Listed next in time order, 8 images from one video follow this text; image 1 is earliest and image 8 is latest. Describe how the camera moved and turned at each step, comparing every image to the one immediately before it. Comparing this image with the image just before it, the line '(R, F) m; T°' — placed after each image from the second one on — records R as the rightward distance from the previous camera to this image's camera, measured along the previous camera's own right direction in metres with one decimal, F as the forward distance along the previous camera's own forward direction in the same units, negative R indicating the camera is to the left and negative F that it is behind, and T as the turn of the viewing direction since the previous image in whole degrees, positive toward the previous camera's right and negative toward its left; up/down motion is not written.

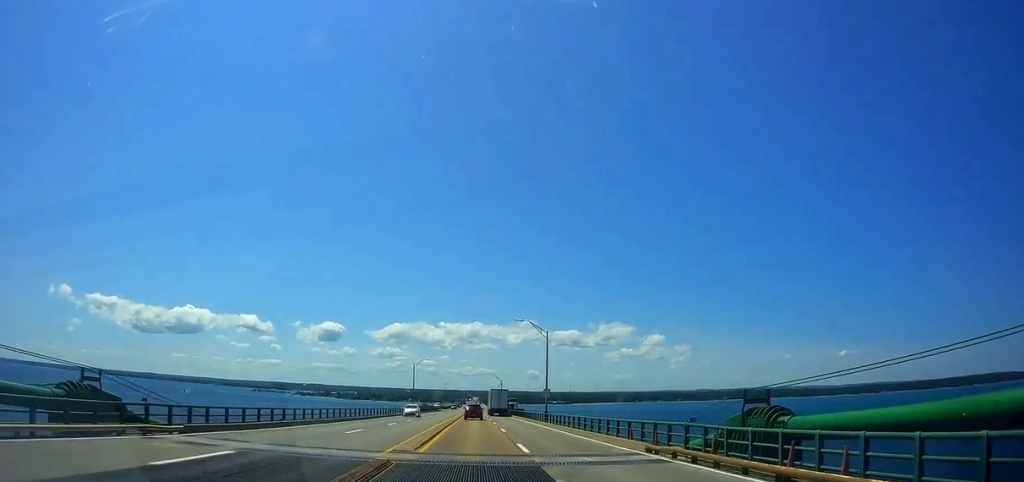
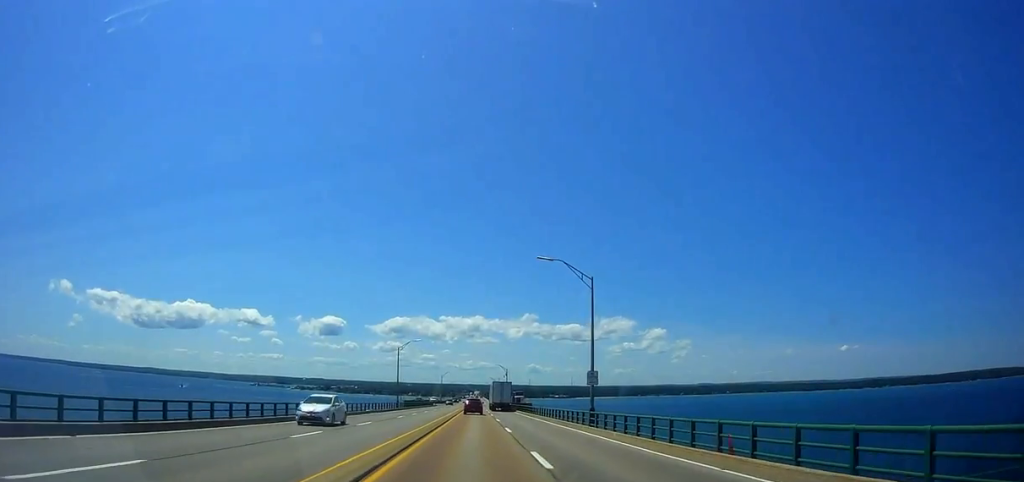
(0.0, +21.4) m; 0°
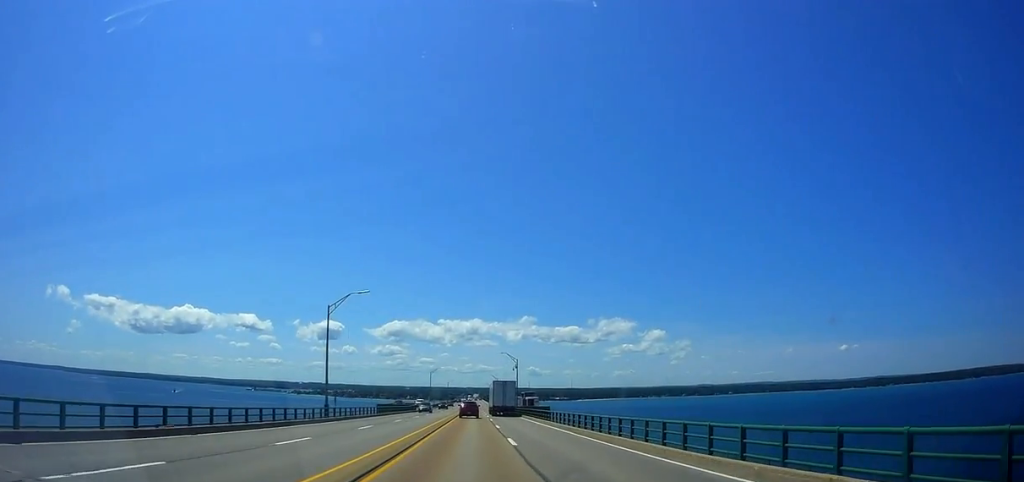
(0.0, +37.7) m; -1°
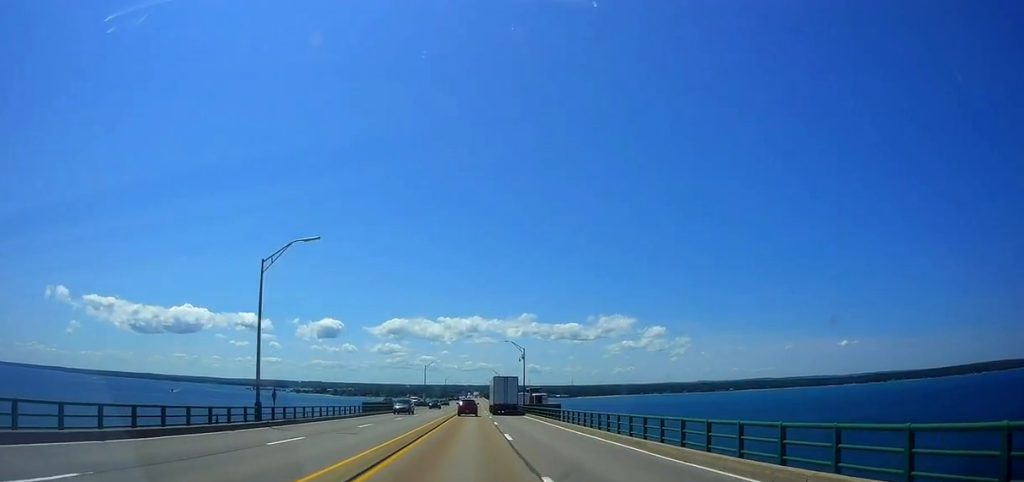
(+0.1, +14.0) m; -1°
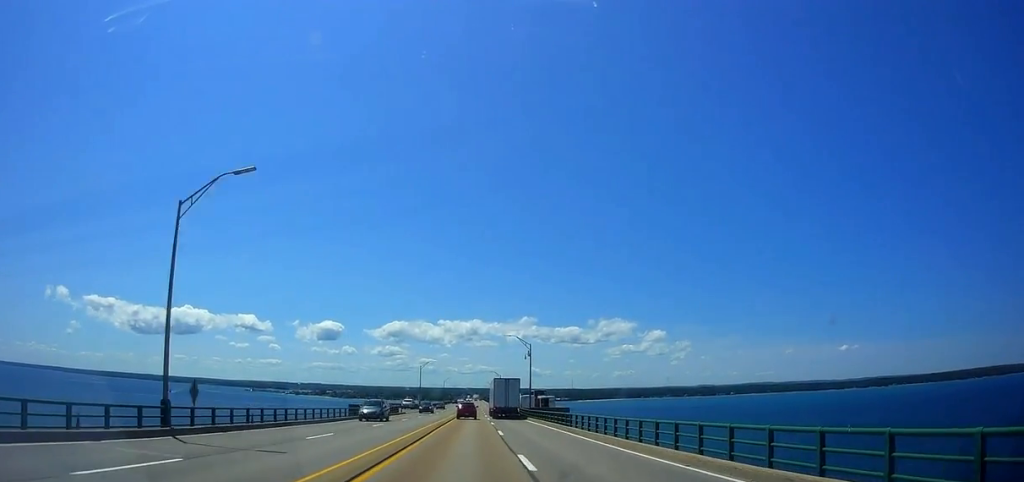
(-0.2, +9.4) m; 0°
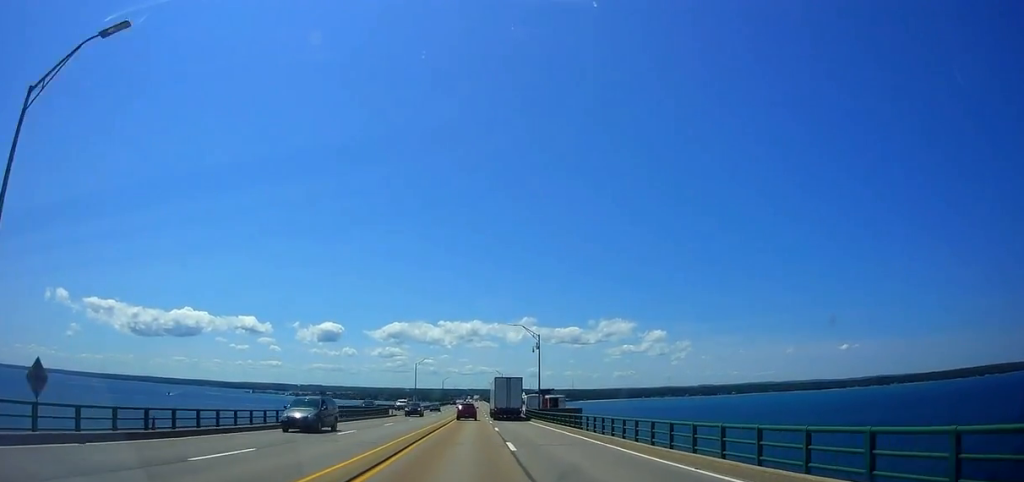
(-0.2, +9.4) m; 0°
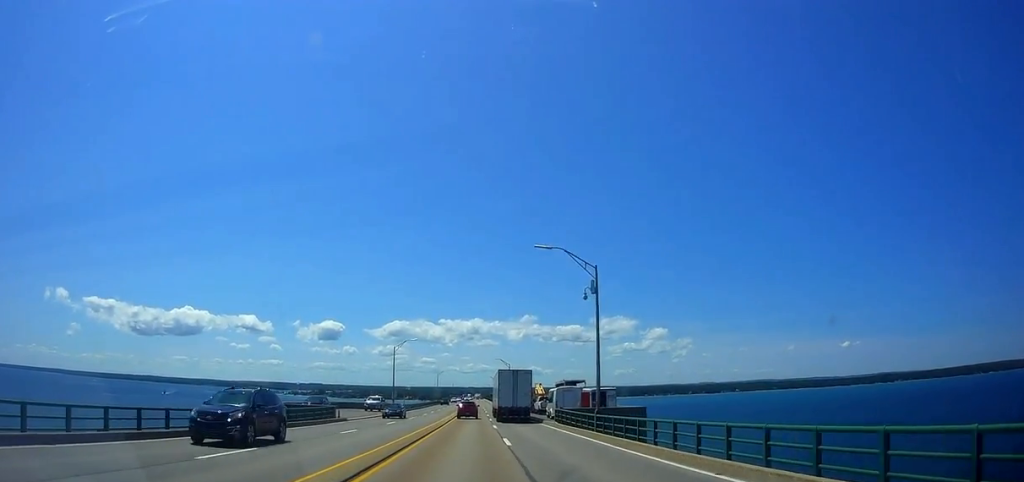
(+0.6, +28.2) m; +1°
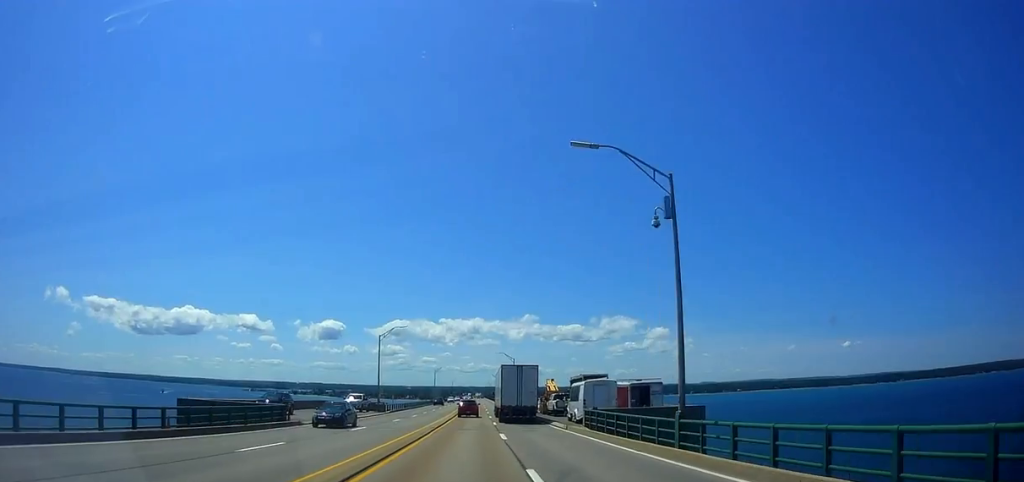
(0.0, +12.3) m; 0°
